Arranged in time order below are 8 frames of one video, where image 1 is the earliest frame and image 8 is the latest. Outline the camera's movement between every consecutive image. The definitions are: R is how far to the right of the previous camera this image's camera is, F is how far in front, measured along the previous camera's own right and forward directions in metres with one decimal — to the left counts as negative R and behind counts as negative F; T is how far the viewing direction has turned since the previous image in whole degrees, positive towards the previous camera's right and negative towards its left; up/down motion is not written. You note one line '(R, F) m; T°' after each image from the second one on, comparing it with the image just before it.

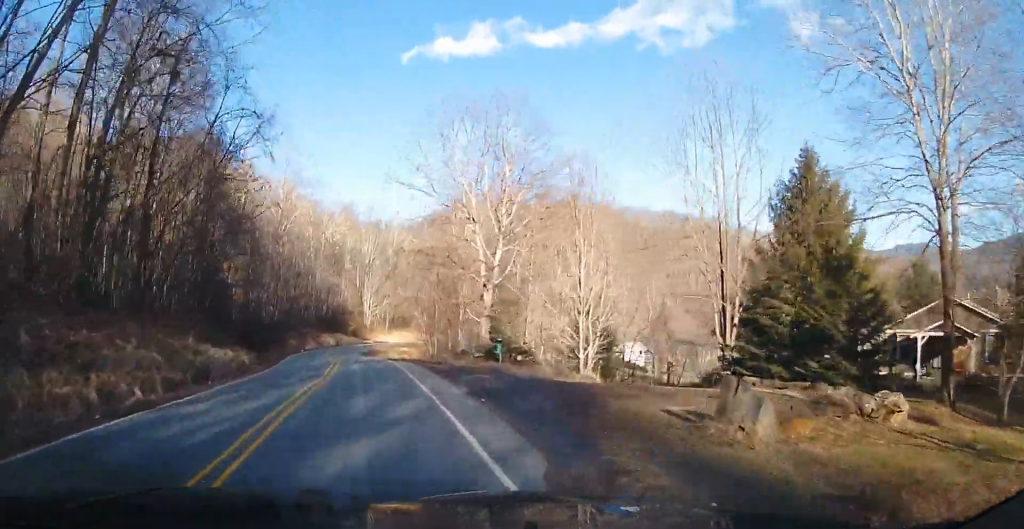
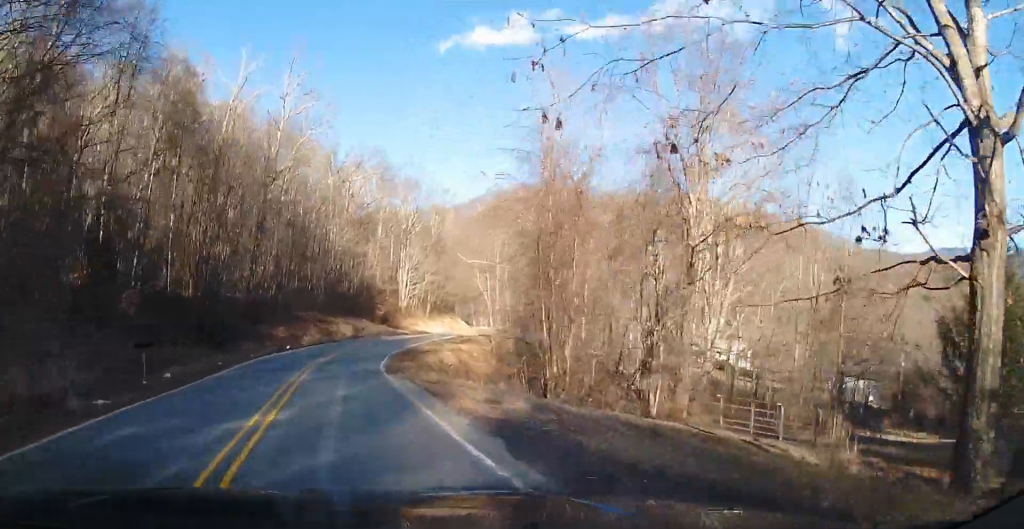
(+0.2, +28.6) m; -3°
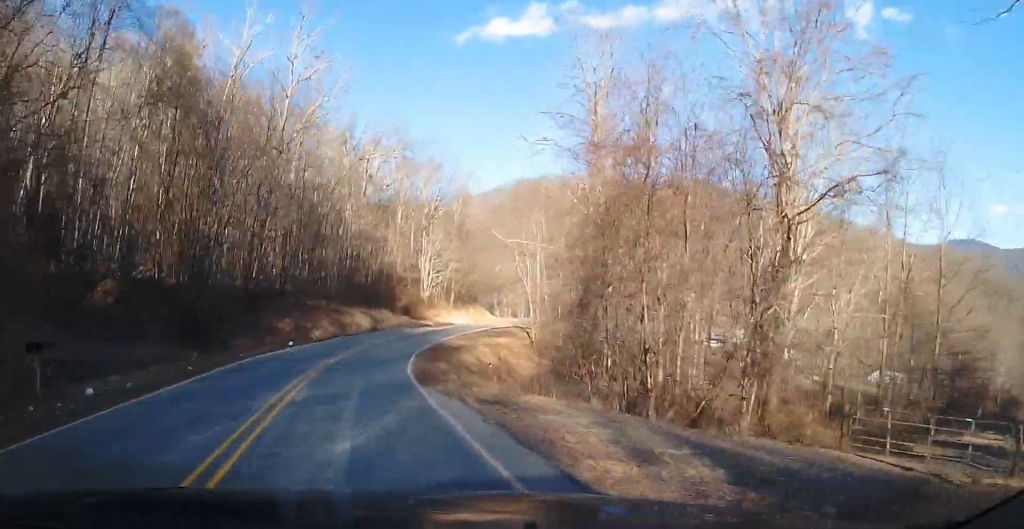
(-0.4, +6.8) m; 0°
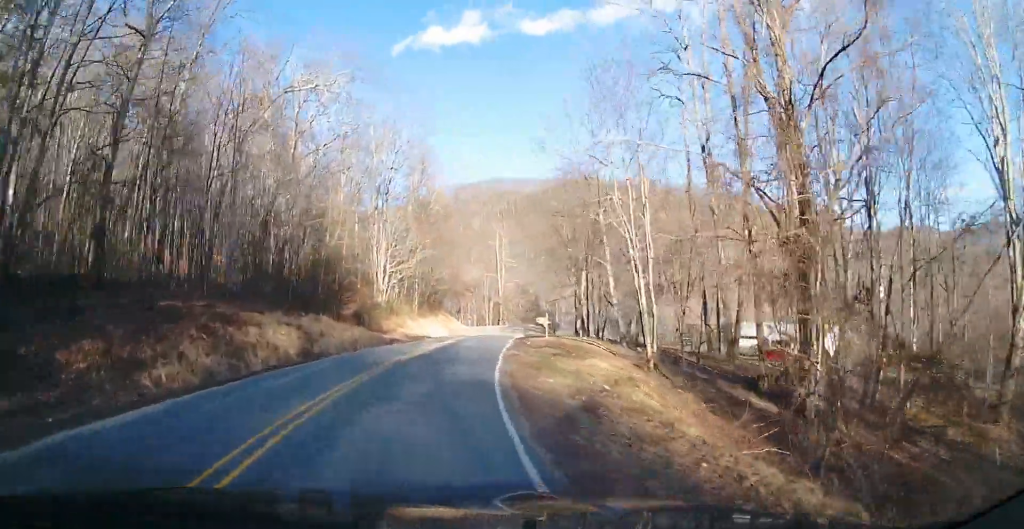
(+1.7, +23.1) m; +12°
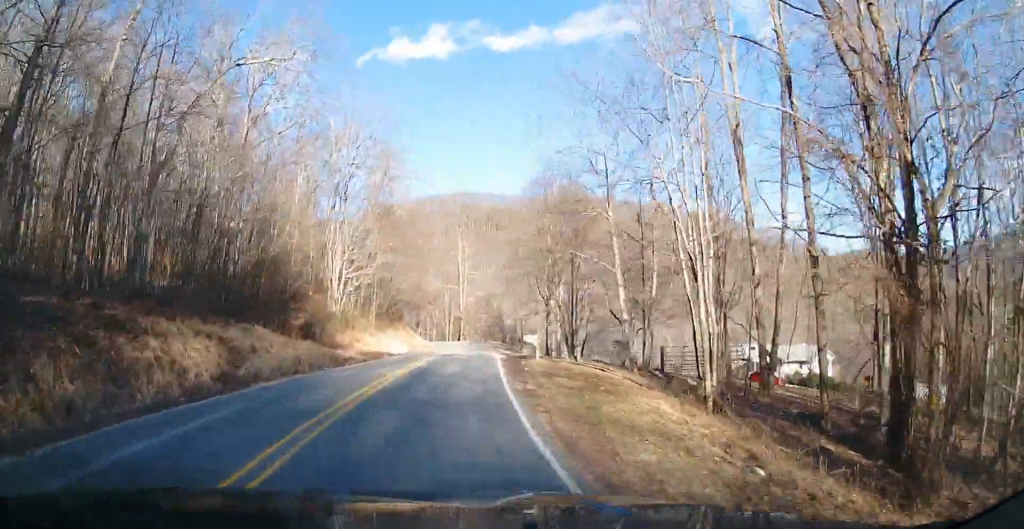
(+0.4, +6.2) m; +3°
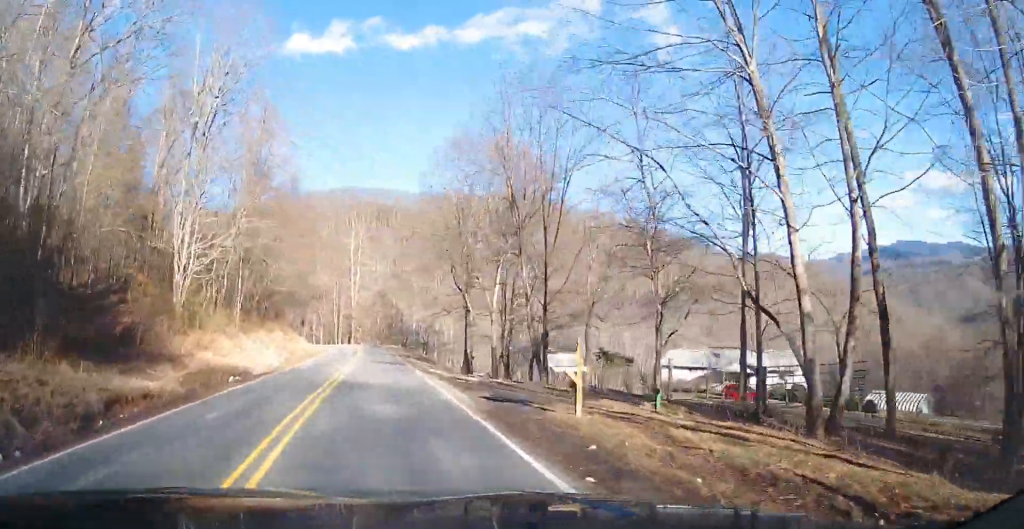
(+0.4, +16.7) m; +4°
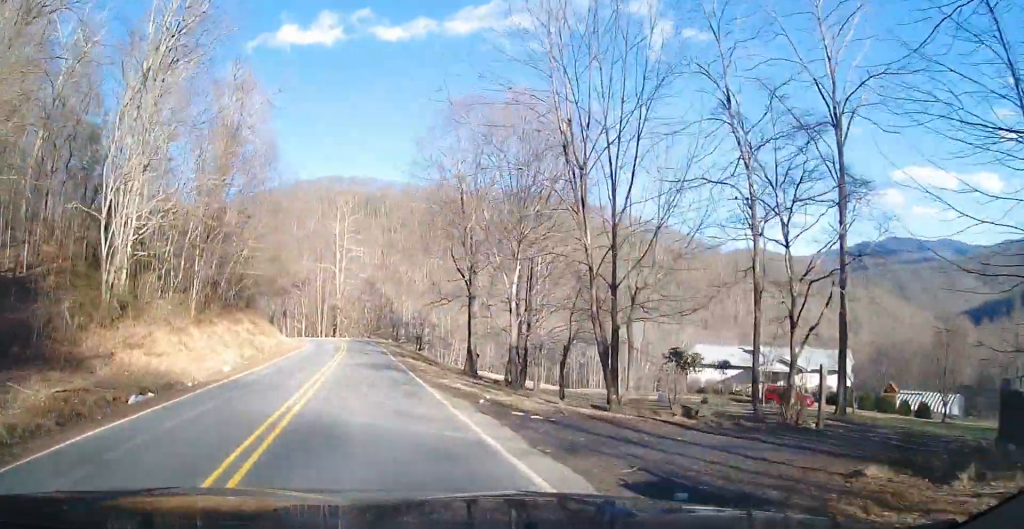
(+0.1, +8.5) m; +4°
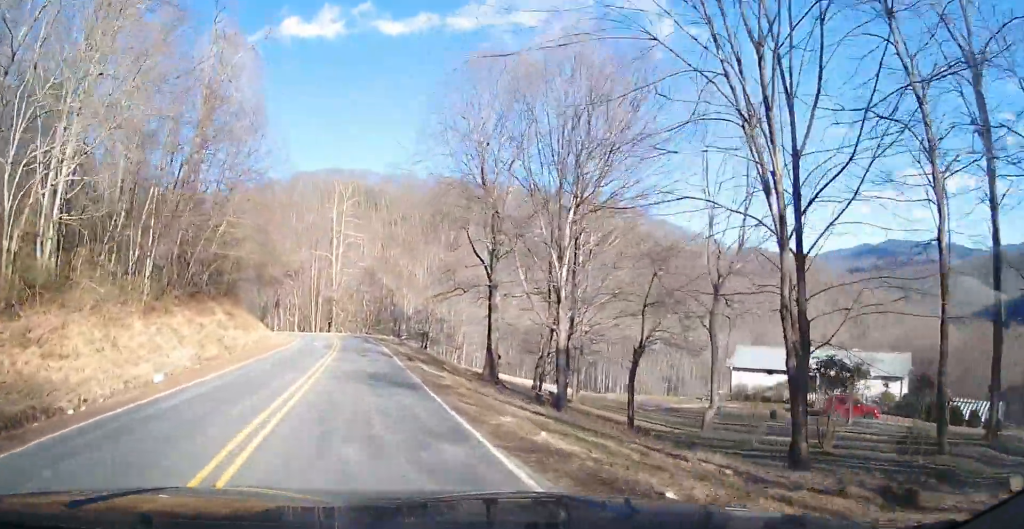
(+0.5, +8.0) m; +1°
